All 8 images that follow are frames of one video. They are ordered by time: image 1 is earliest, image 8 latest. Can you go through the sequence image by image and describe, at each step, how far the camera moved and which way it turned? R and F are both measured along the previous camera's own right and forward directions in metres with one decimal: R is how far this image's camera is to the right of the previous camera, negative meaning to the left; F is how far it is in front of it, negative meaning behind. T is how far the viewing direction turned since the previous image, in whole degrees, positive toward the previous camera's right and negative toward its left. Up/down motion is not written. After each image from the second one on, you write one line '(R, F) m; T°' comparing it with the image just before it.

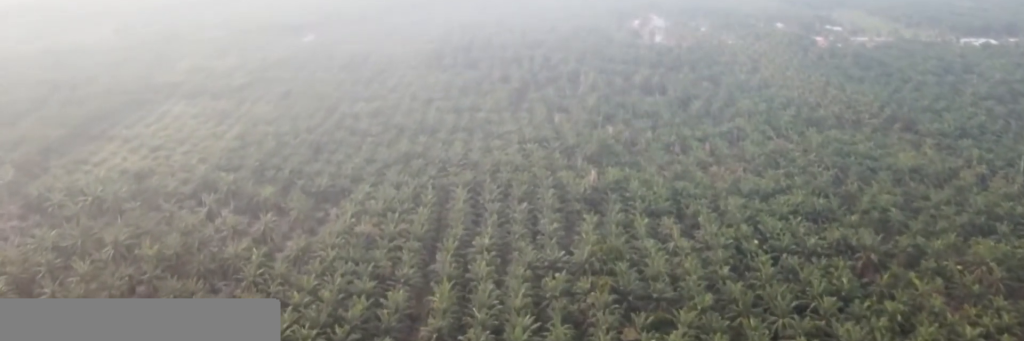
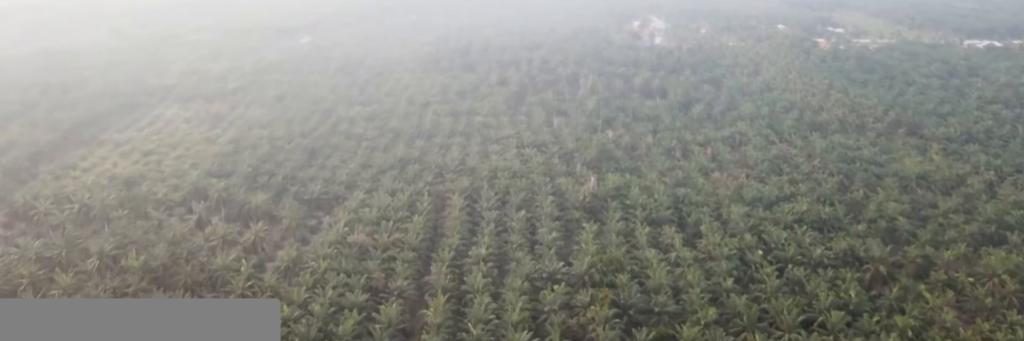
(0.0, +5.0) m; 0°
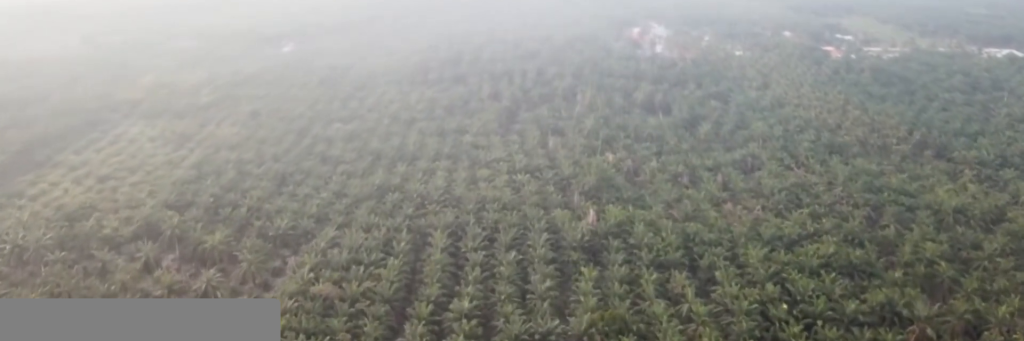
(0.0, +21.4) m; 0°
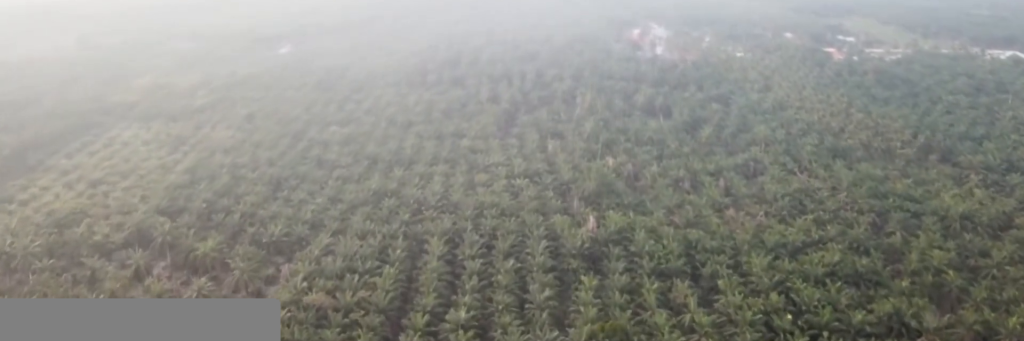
(0.0, +3.6) m; 0°
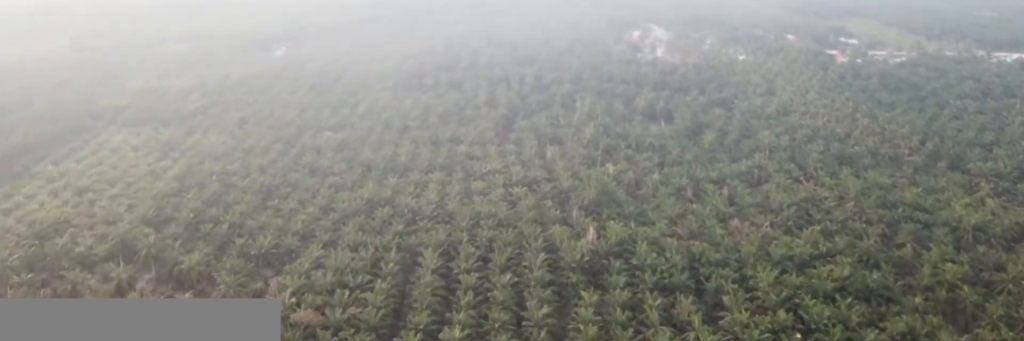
(0.0, +5.9) m; 0°
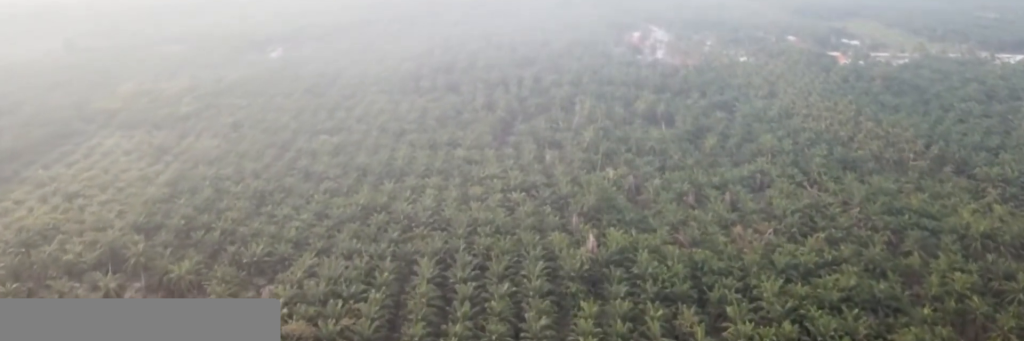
(0.0, +3.9) m; 0°
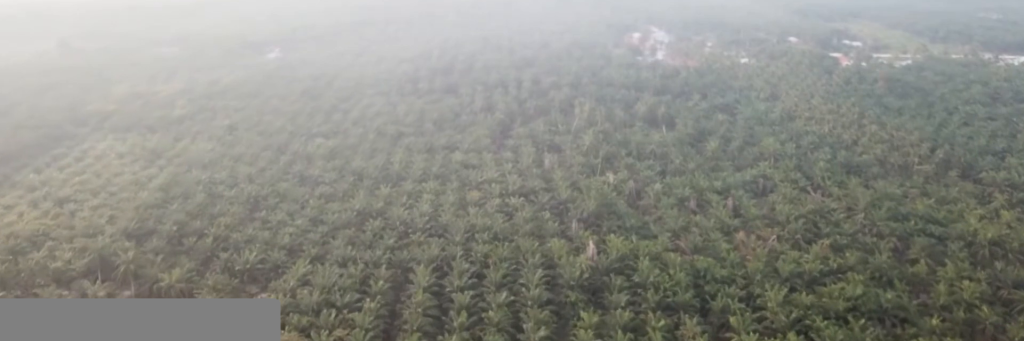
(0.0, +3.7) m; 0°
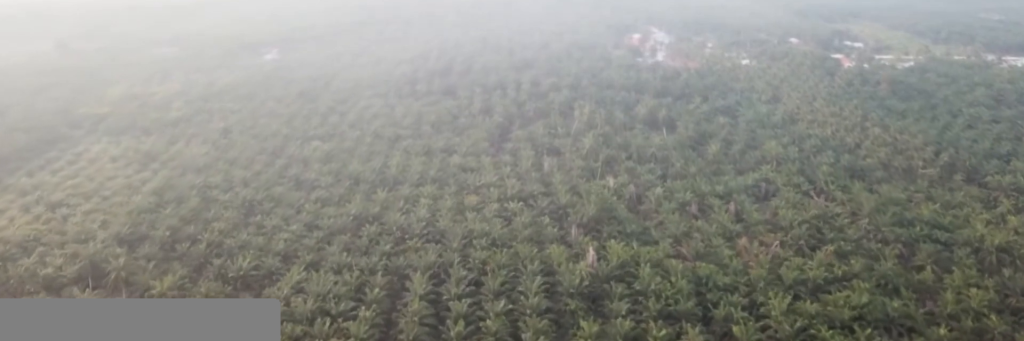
(0.0, +3.0) m; 0°
